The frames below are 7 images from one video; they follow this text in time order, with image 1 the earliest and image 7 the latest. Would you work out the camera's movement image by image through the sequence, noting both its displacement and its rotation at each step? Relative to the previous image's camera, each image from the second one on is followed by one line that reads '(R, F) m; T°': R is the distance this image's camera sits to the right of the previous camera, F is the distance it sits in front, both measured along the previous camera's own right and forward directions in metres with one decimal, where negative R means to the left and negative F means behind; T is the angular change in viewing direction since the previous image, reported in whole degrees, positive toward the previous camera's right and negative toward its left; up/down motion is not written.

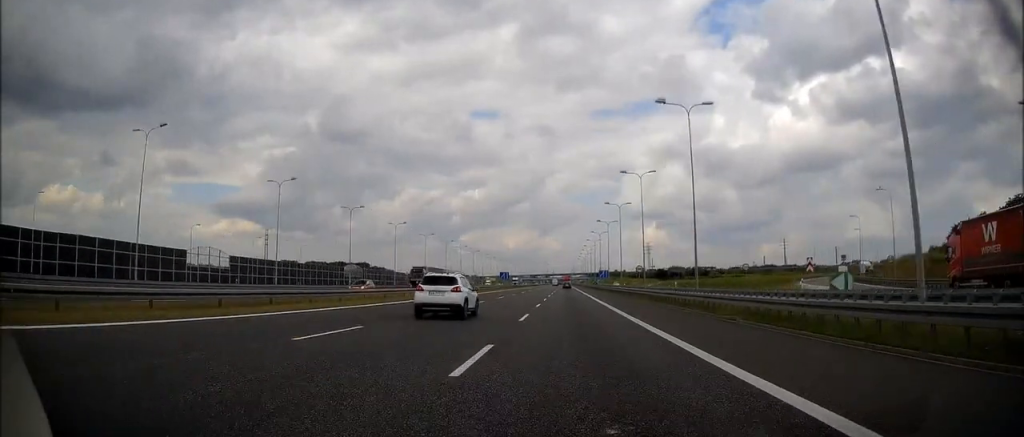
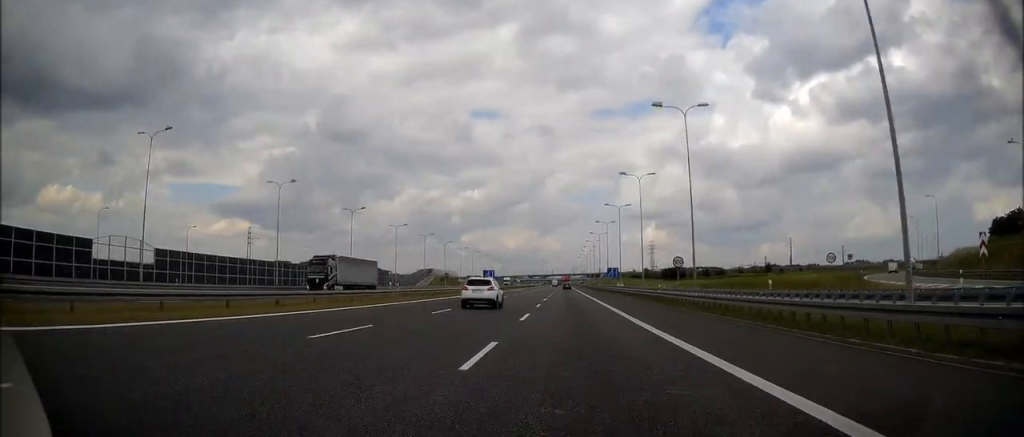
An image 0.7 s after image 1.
(0.0, +23.5) m; 0°
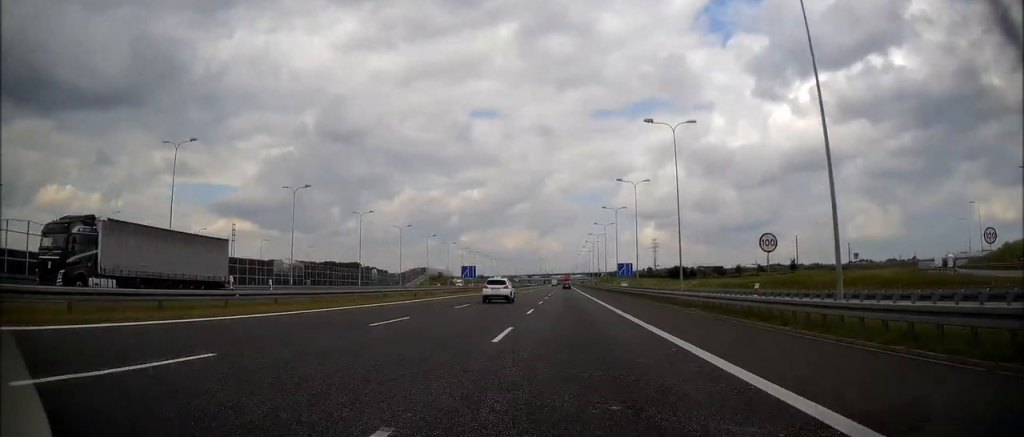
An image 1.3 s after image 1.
(+0.1, +20.1) m; 0°
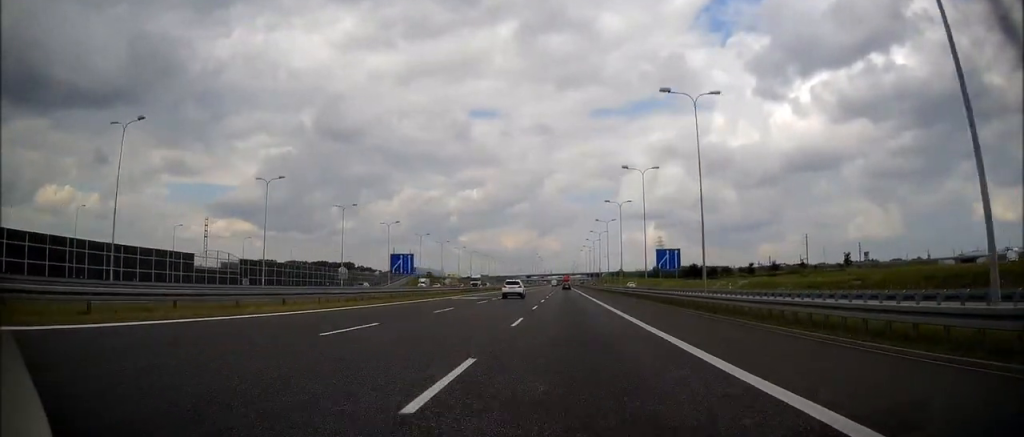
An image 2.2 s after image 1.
(0.0, +31.2) m; 0°
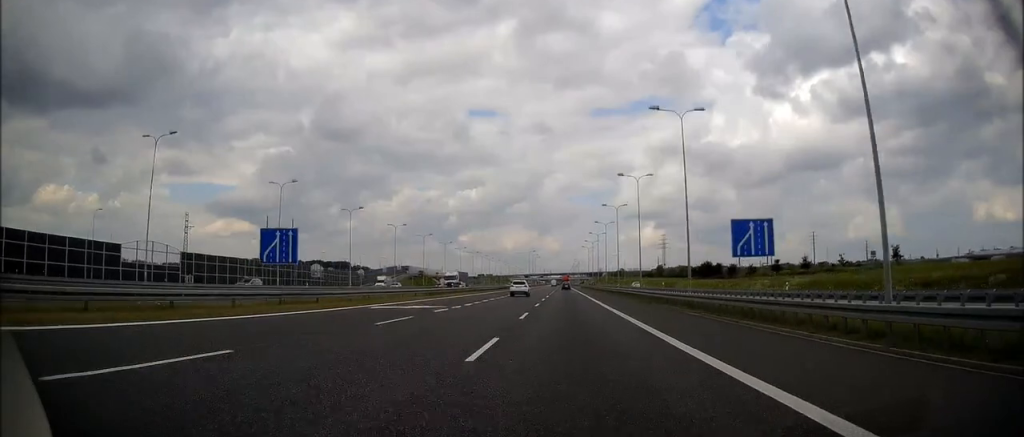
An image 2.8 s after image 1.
(0.0, +20.1) m; 0°
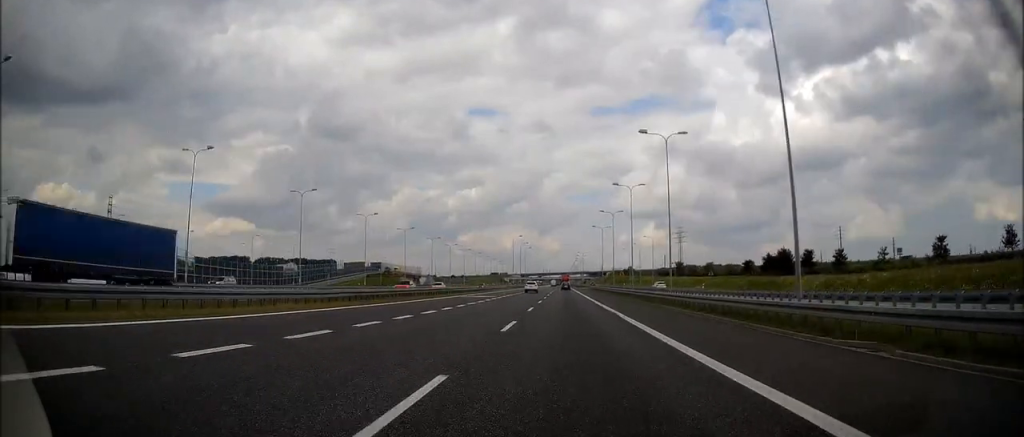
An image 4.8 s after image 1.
(+0.7, +65.7) m; +1°
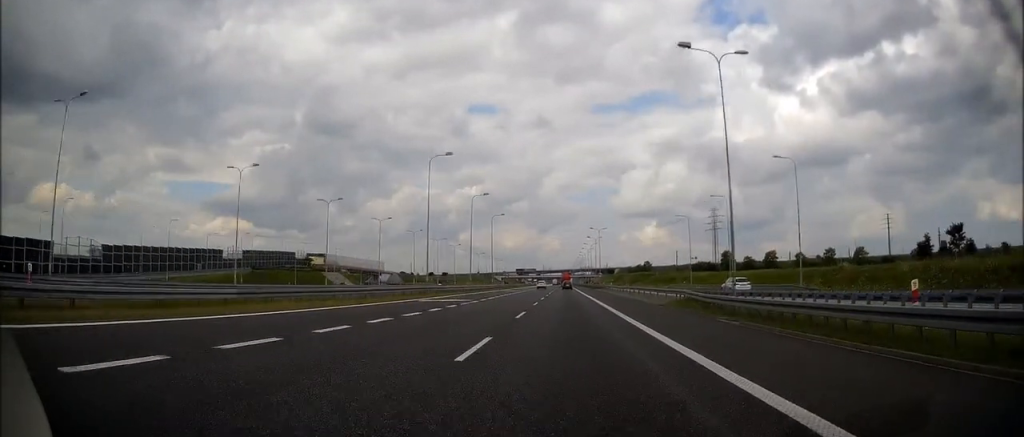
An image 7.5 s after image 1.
(-1.0, +90.4) m; -1°
